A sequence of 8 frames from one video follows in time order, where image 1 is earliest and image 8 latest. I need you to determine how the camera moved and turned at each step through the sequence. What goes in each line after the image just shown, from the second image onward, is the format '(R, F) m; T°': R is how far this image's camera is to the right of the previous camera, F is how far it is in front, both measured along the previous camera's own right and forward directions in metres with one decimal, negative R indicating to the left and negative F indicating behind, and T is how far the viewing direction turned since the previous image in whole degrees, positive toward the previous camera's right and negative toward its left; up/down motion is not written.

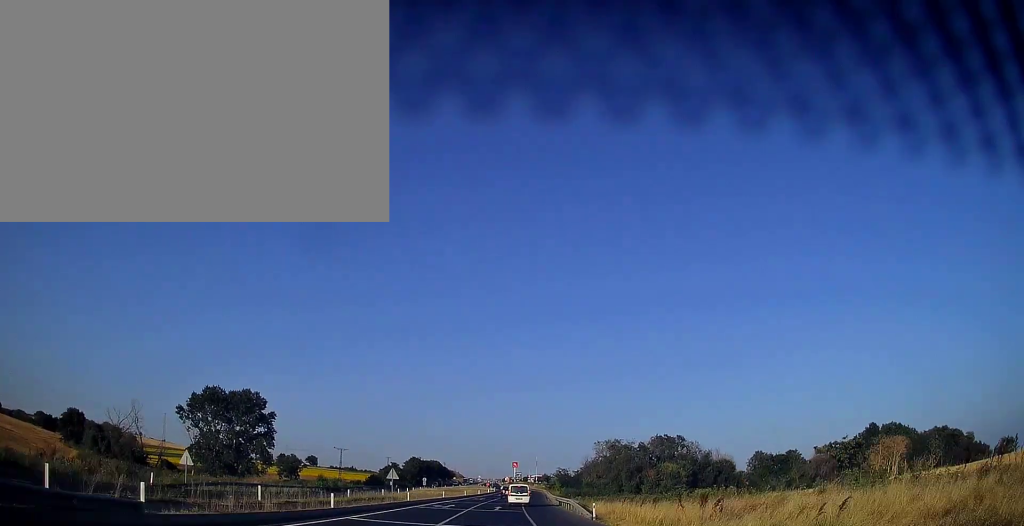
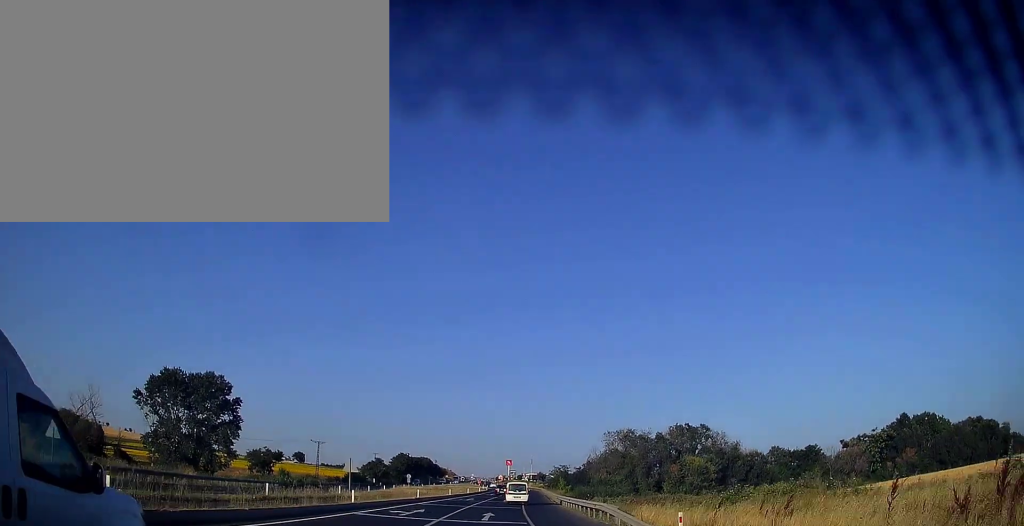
(+0.1, +16.4) m; 0°
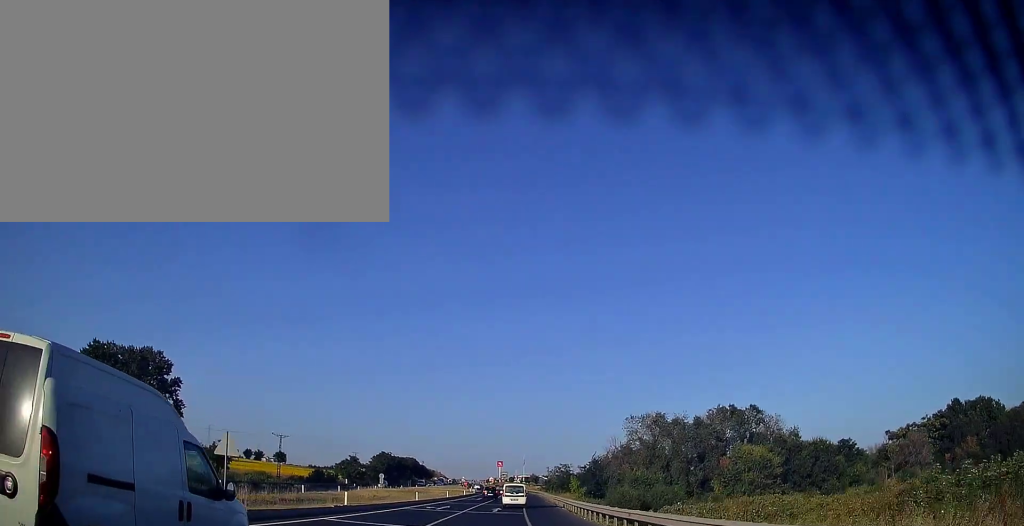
(+0.1, +20.9) m; +1°
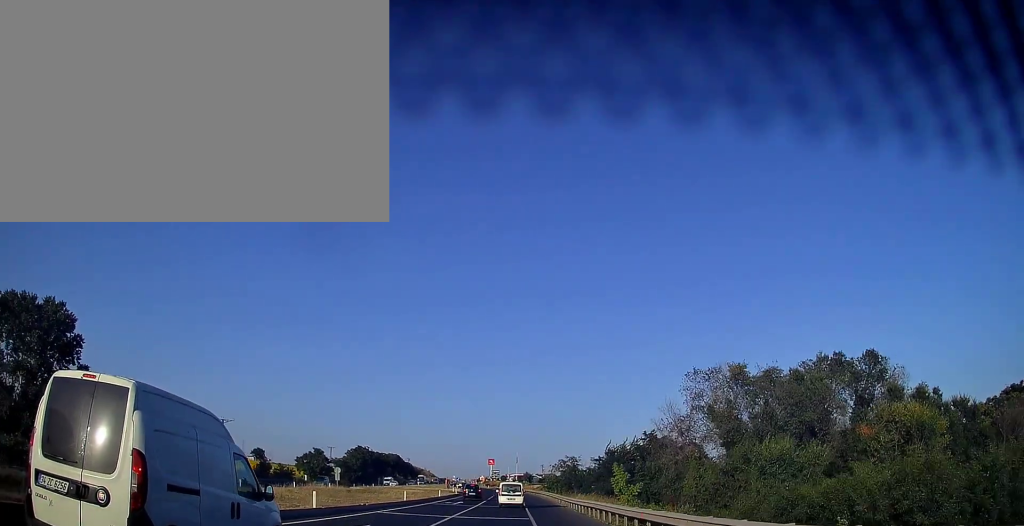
(+0.3, +25.2) m; +1°
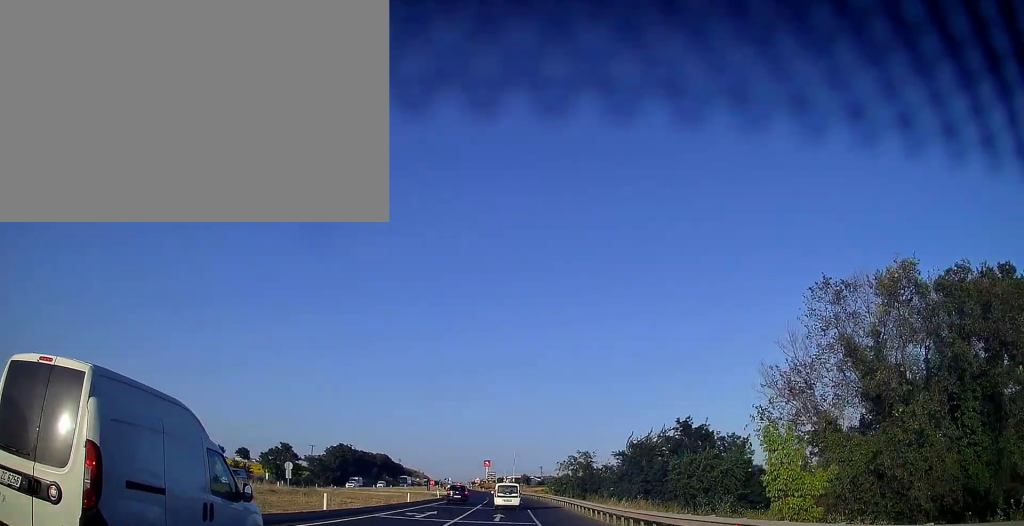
(+0.1, +19.1) m; 0°
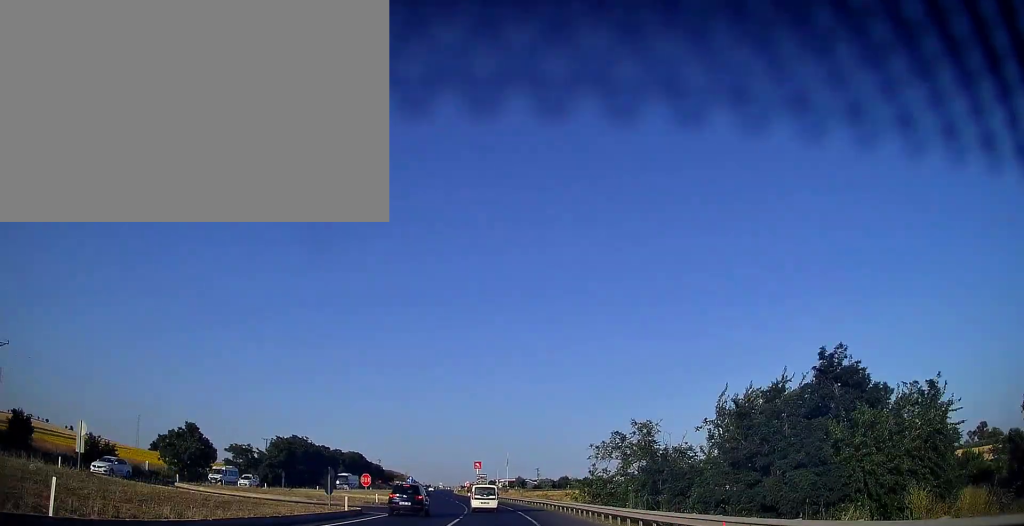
(0.0, +35.1) m; 0°
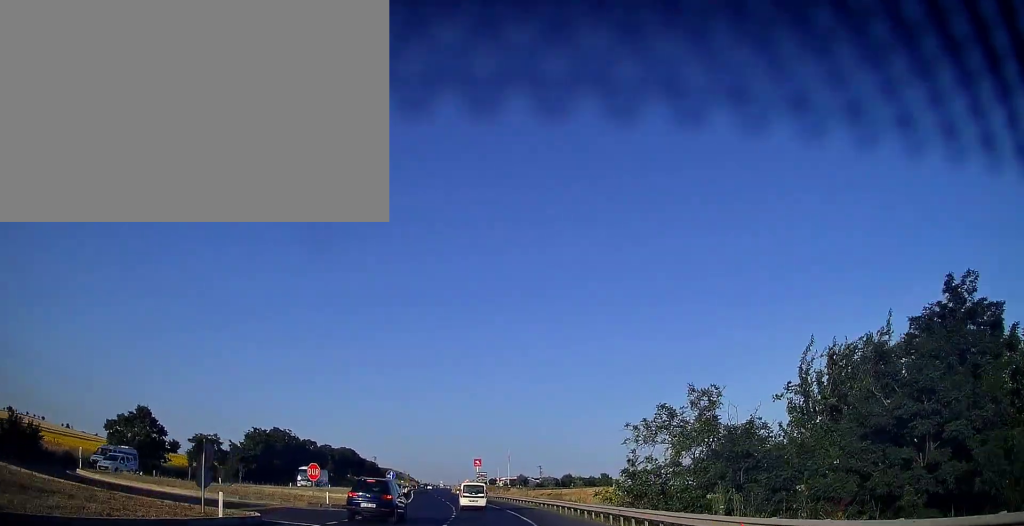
(0.0, +13.9) m; 0°
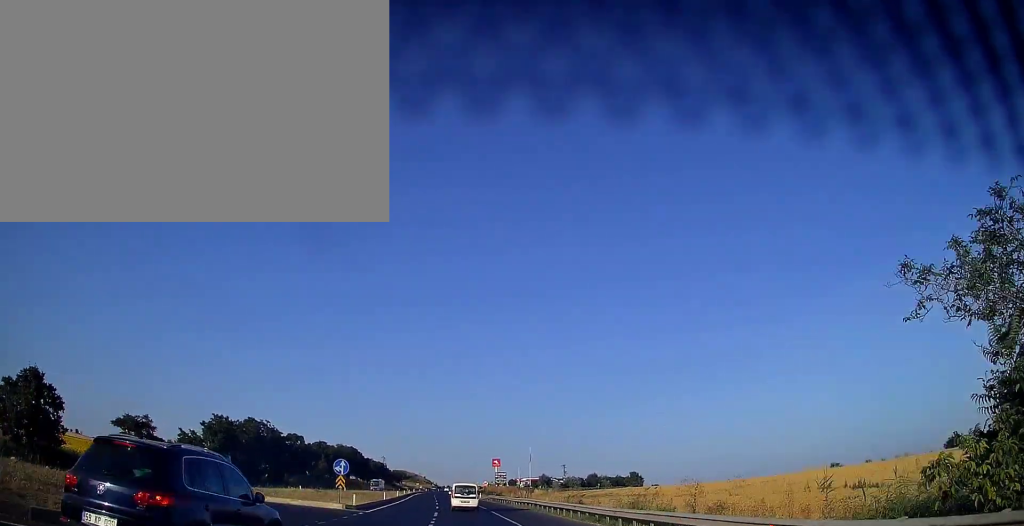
(-0.1, +23.8) m; -1°
